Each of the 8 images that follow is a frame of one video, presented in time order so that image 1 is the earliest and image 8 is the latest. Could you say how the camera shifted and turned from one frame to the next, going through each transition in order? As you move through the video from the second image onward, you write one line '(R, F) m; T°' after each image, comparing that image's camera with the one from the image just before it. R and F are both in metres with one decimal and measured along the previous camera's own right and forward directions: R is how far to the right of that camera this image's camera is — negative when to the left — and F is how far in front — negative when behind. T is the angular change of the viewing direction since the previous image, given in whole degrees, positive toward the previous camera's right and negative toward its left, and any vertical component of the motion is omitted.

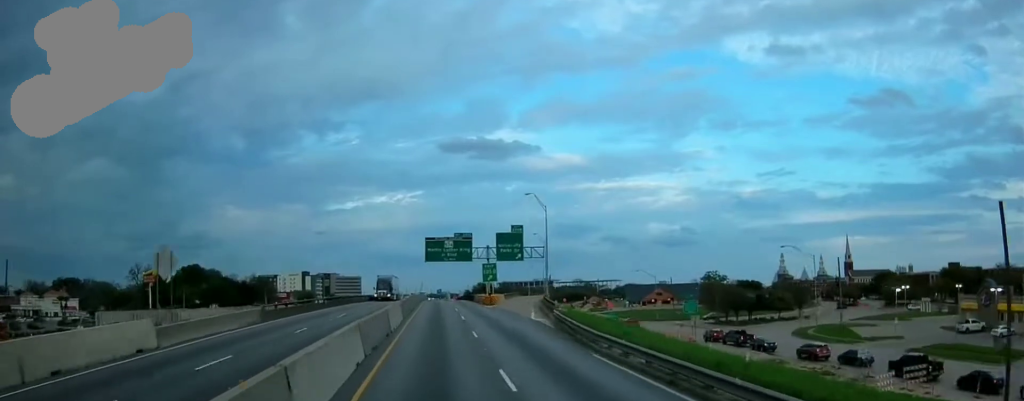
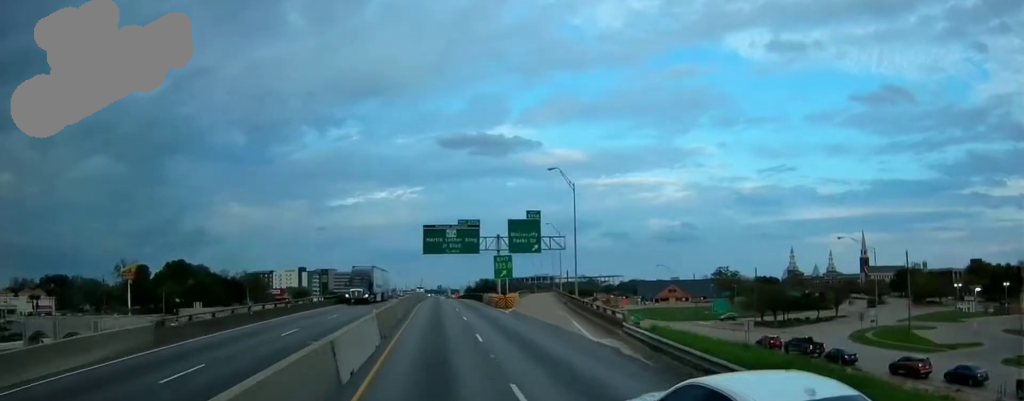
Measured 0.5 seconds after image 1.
(+0.3, +14.5) m; 0°
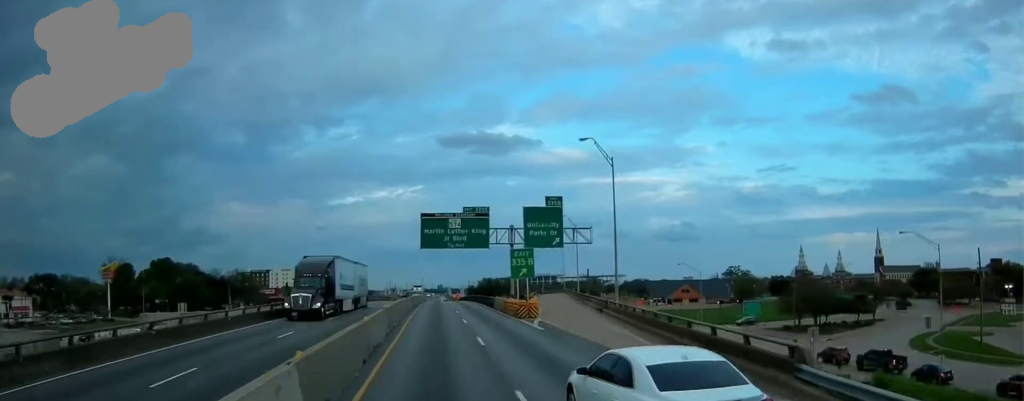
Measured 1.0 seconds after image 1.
(+0.7, +13.6) m; -1°
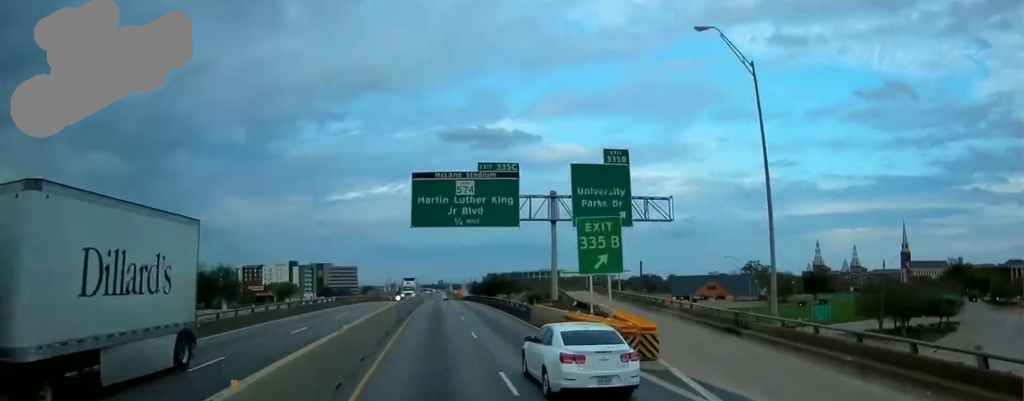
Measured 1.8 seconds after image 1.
(-1.1, +21.7) m; -2°
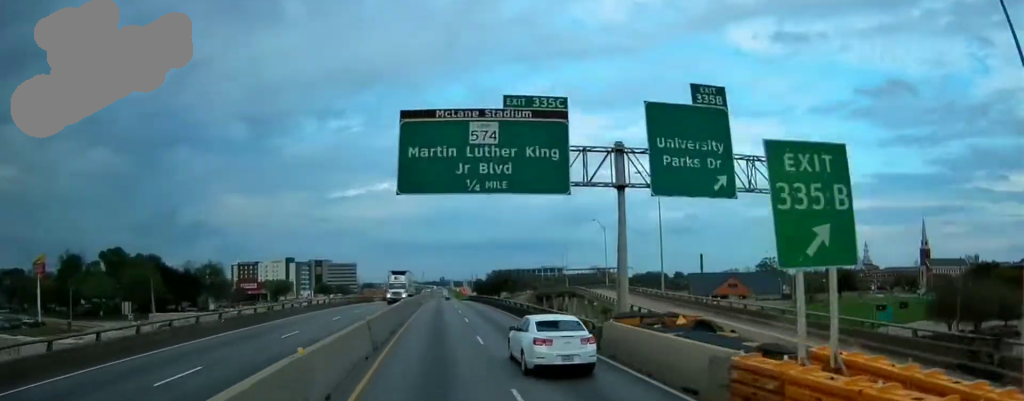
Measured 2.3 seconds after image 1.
(-0.3, +13.6) m; 0°
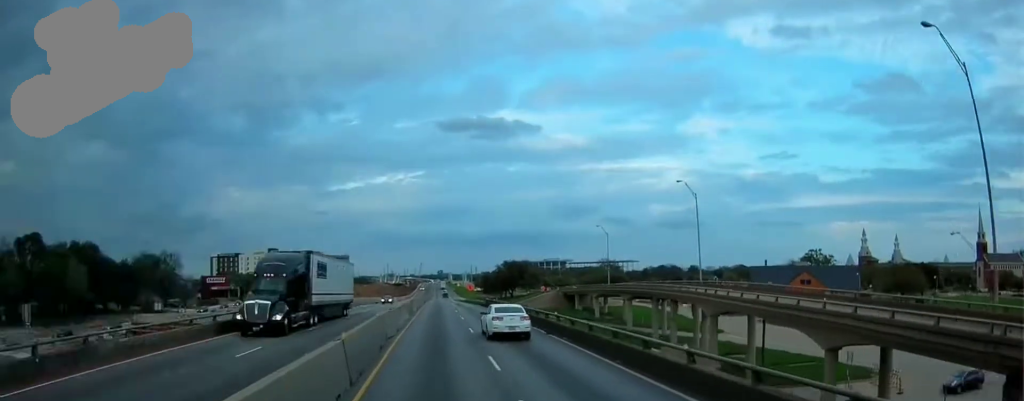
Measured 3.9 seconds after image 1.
(+1.1, +43.4) m; +1°
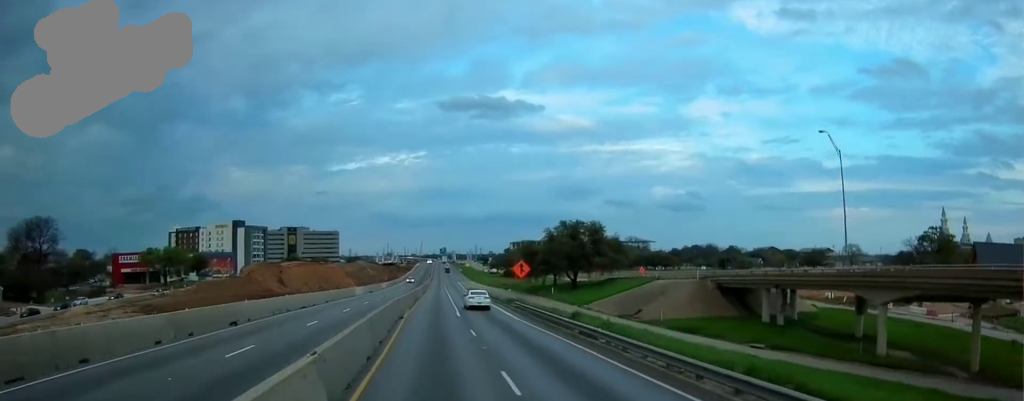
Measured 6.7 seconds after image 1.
(-0.1, +74.6) m; -1°
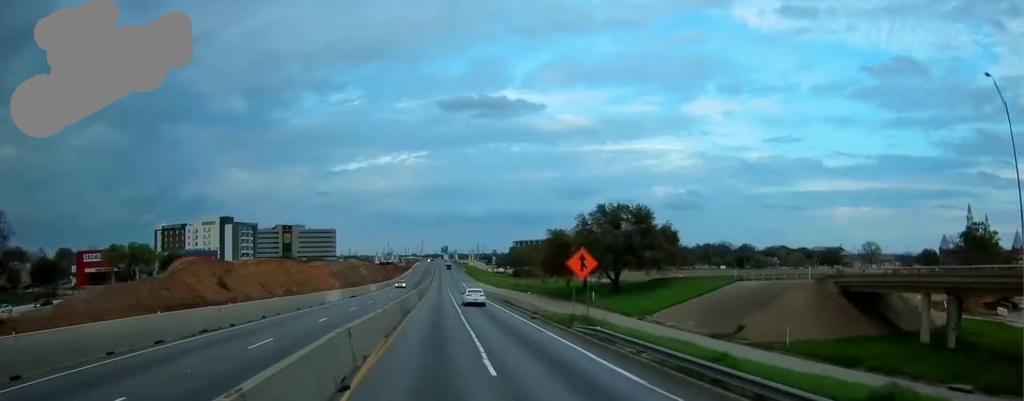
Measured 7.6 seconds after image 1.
(0.0, +21.9) m; +1°
